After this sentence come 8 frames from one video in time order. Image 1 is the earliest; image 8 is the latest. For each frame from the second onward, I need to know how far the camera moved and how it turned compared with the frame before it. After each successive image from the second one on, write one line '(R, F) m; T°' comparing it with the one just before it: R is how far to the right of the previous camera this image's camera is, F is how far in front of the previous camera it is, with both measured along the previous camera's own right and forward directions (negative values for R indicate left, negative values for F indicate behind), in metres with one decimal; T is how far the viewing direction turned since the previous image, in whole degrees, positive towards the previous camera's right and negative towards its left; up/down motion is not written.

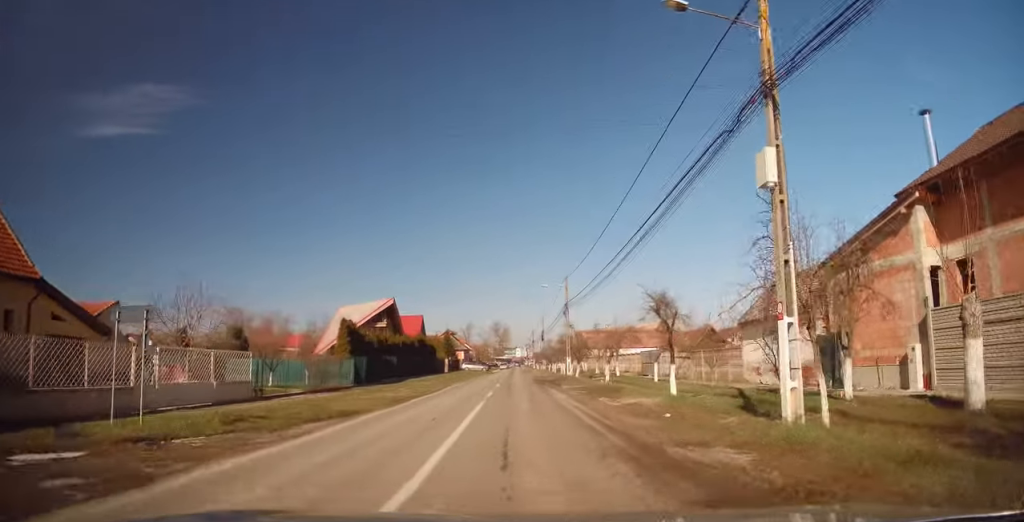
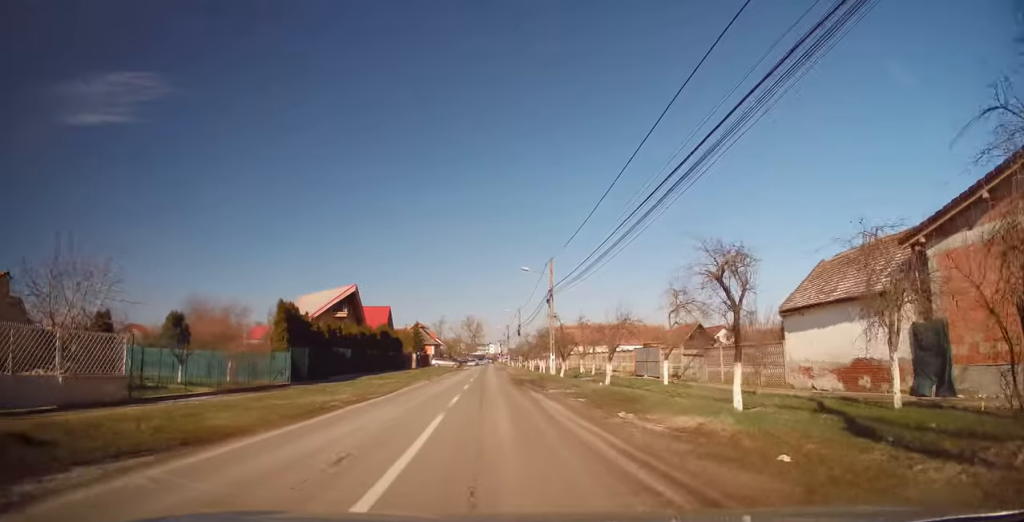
(+0.3, +5.5) m; +3°
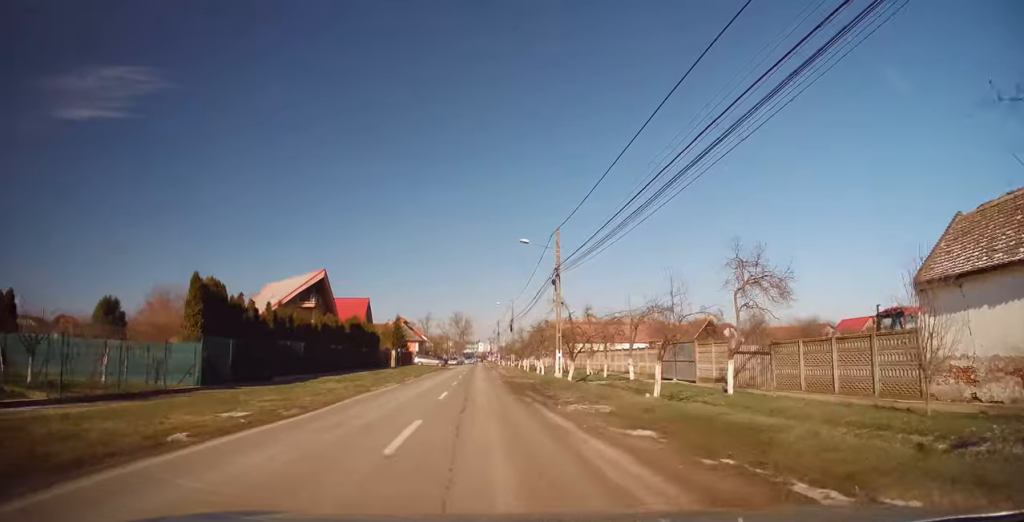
(0.0, +7.5) m; +1°
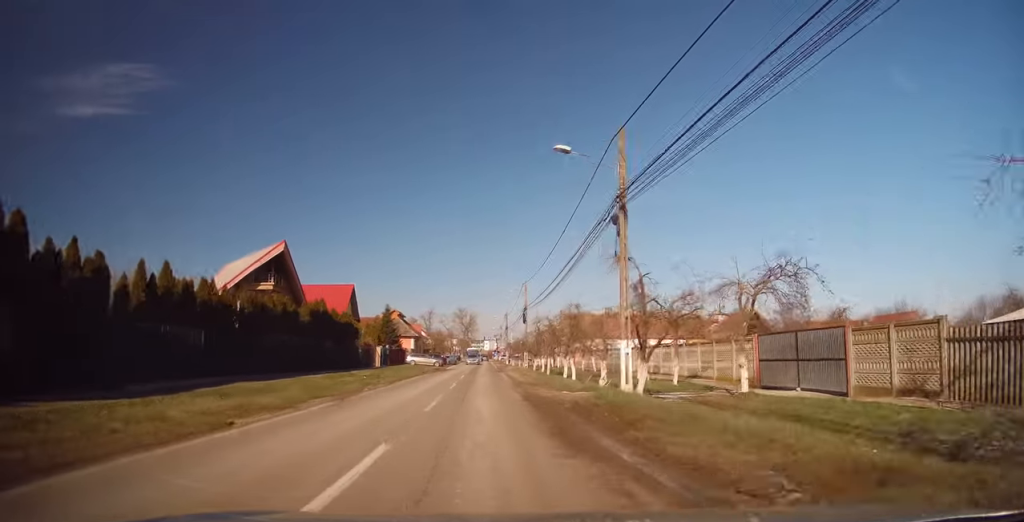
(+0.1, +11.6) m; -1°
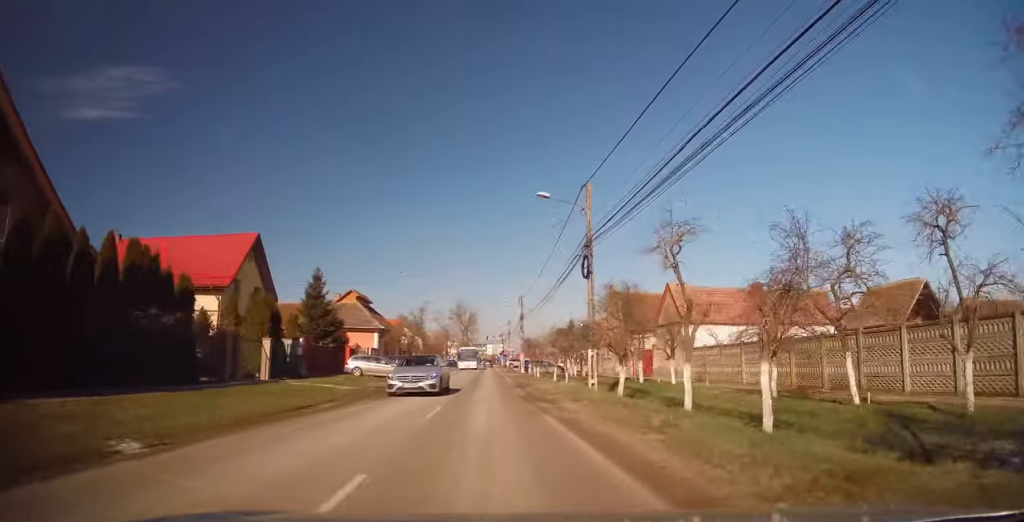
(-0.3, +28.7) m; 0°
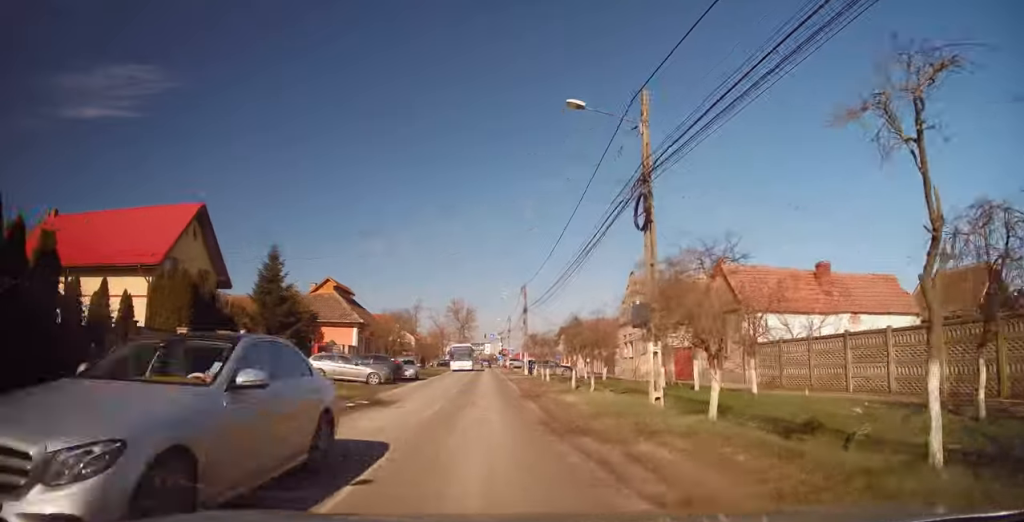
(+0.2, +7.4) m; 0°
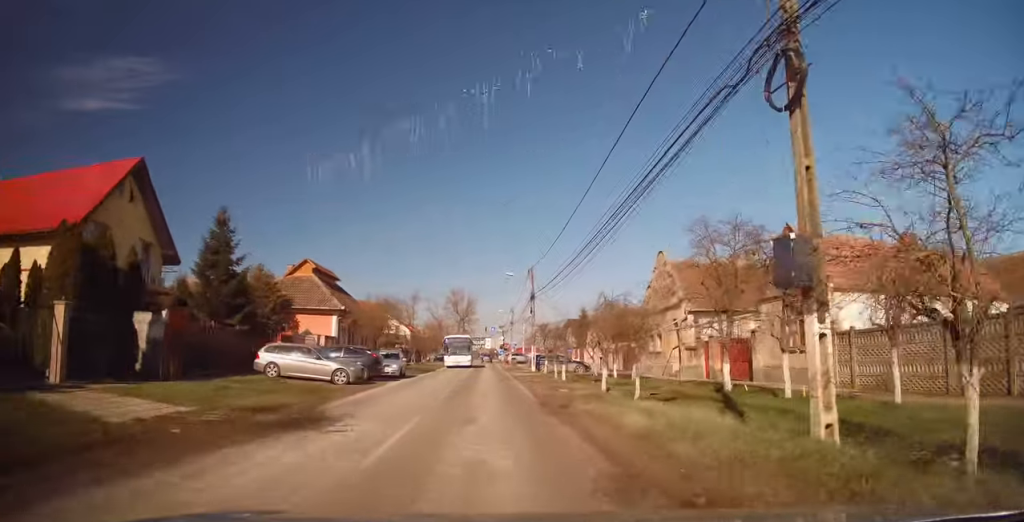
(+0.1, +6.4) m; 0°
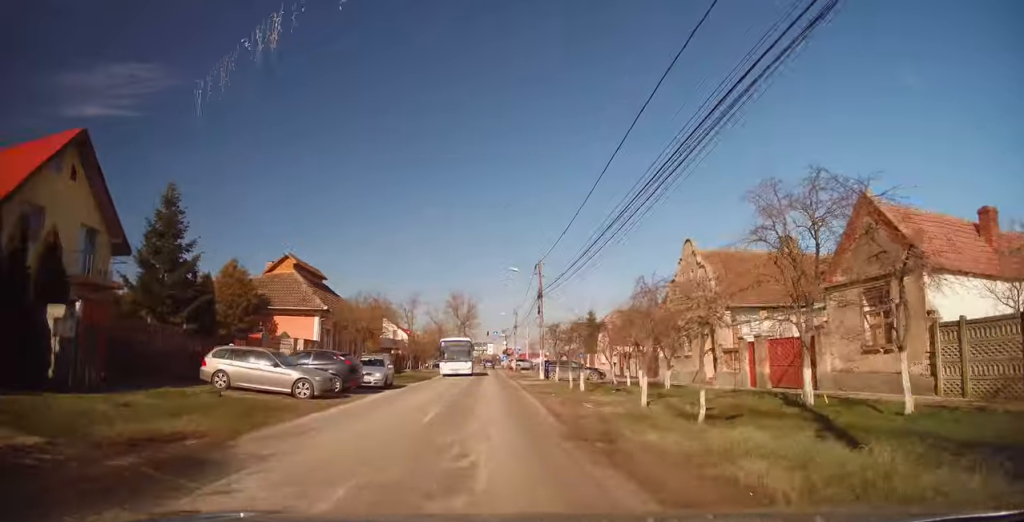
(-0.1, +4.6) m; 0°
